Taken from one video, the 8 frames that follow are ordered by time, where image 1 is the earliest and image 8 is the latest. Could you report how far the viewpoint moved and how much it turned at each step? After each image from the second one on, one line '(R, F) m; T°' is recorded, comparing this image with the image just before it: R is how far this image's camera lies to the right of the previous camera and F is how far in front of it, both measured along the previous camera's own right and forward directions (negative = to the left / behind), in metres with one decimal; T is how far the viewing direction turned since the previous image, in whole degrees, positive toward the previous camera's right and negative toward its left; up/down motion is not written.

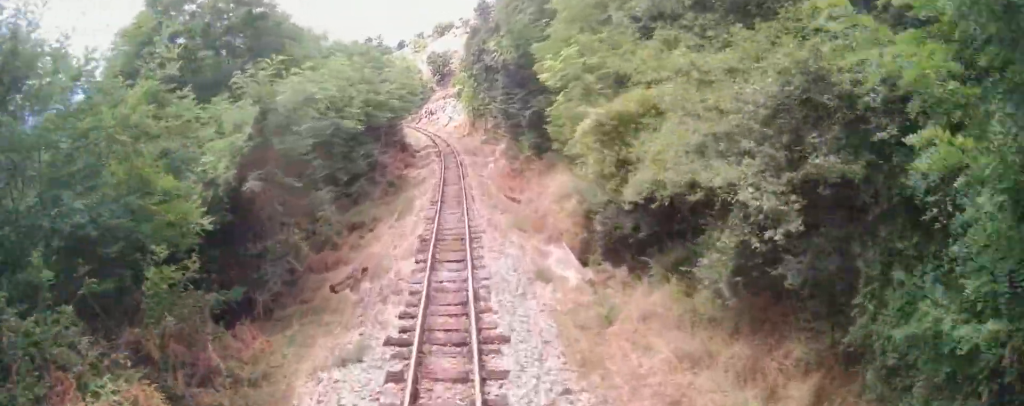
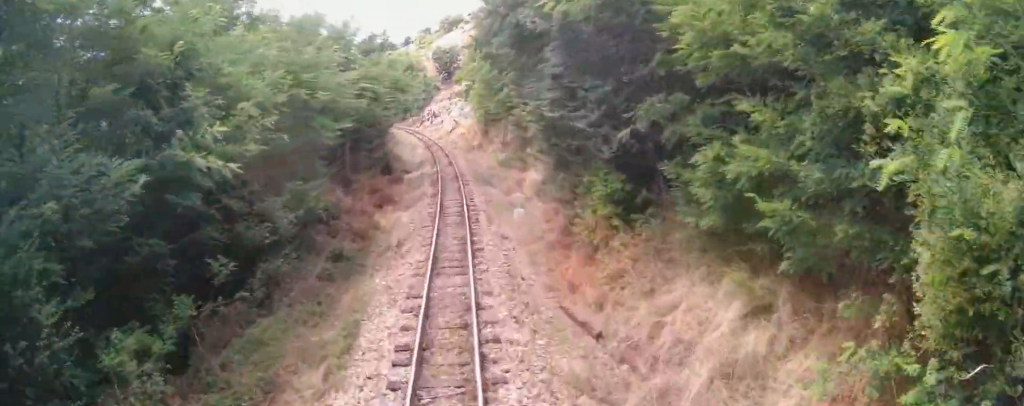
(0.0, +11.9) m; +1°
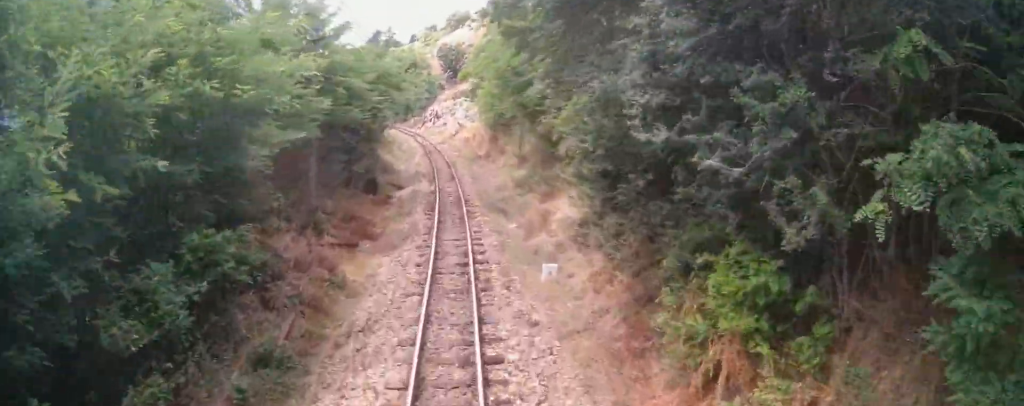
(+0.1, +5.8) m; -1°
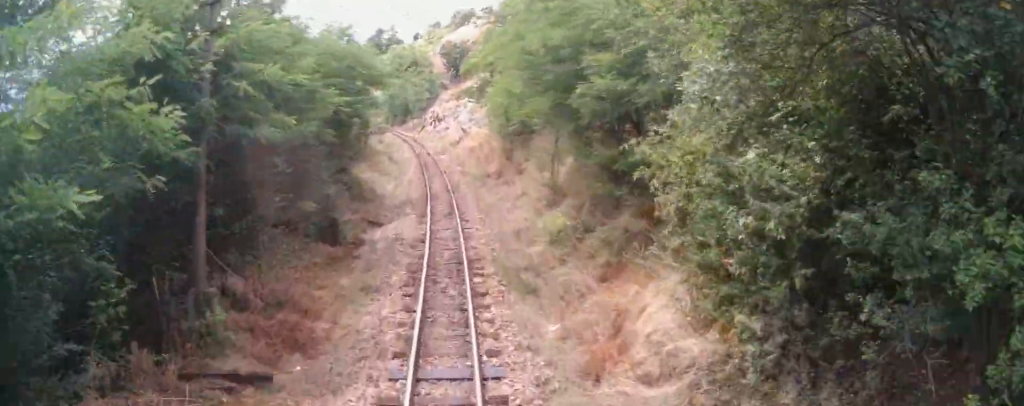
(-0.1, +7.5) m; -1°
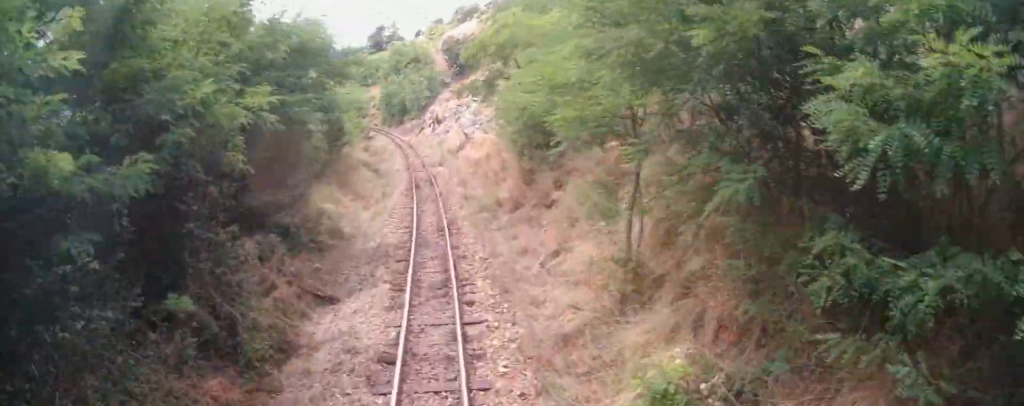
(-0.2, +7.1) m; -1°
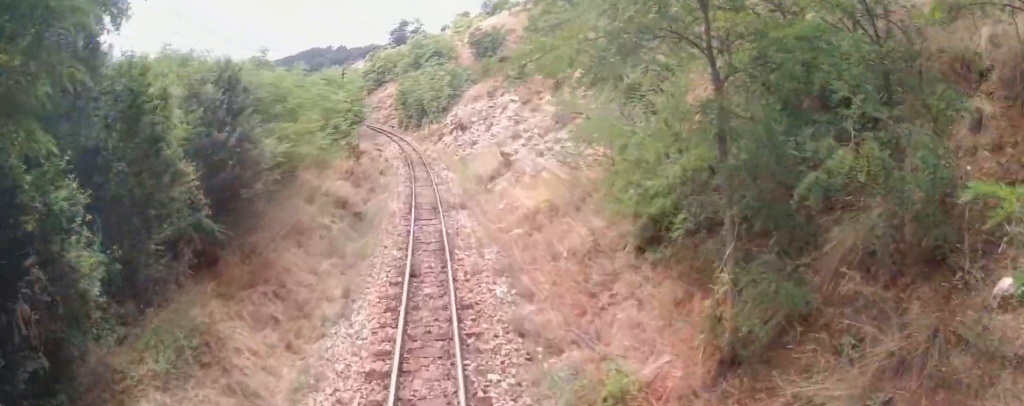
(0.0, +12.3) m; 0°
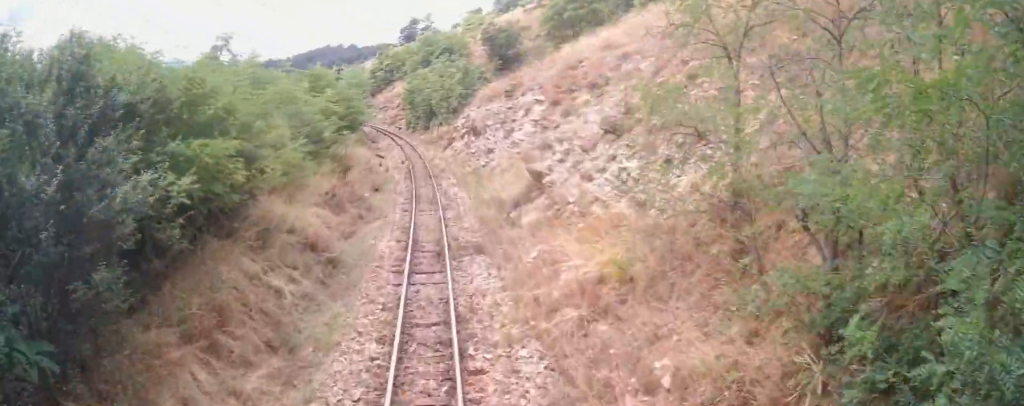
(0.0, +5.5) m; 0°
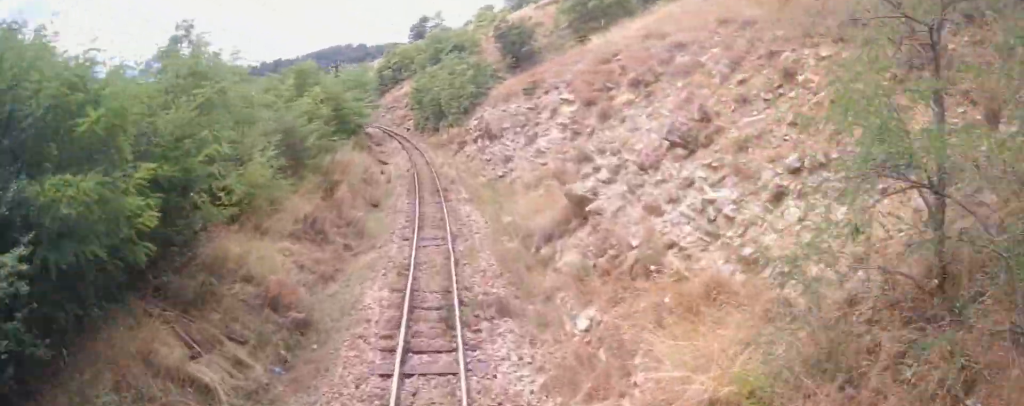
(0.0, +3.9) m; 0°
